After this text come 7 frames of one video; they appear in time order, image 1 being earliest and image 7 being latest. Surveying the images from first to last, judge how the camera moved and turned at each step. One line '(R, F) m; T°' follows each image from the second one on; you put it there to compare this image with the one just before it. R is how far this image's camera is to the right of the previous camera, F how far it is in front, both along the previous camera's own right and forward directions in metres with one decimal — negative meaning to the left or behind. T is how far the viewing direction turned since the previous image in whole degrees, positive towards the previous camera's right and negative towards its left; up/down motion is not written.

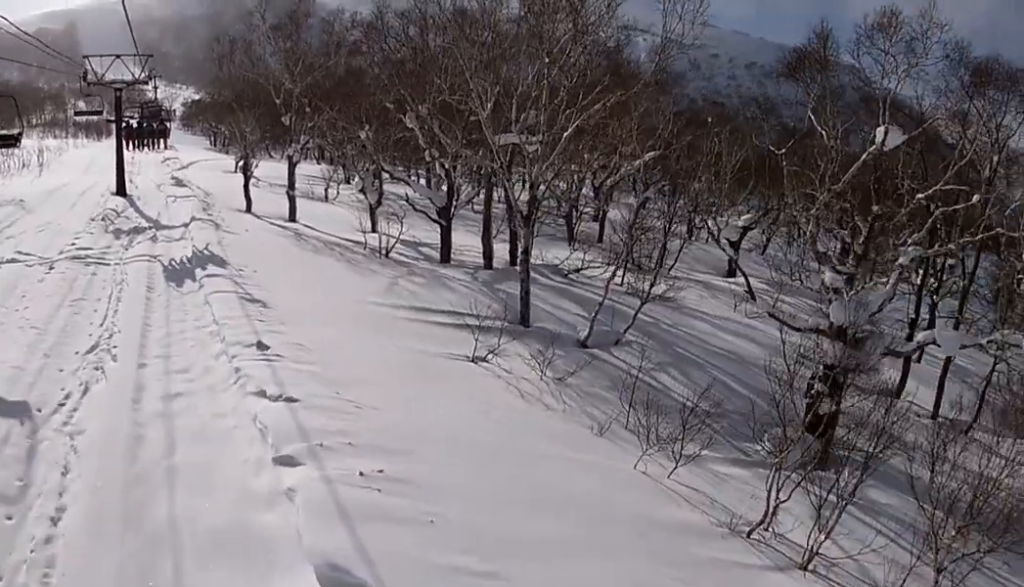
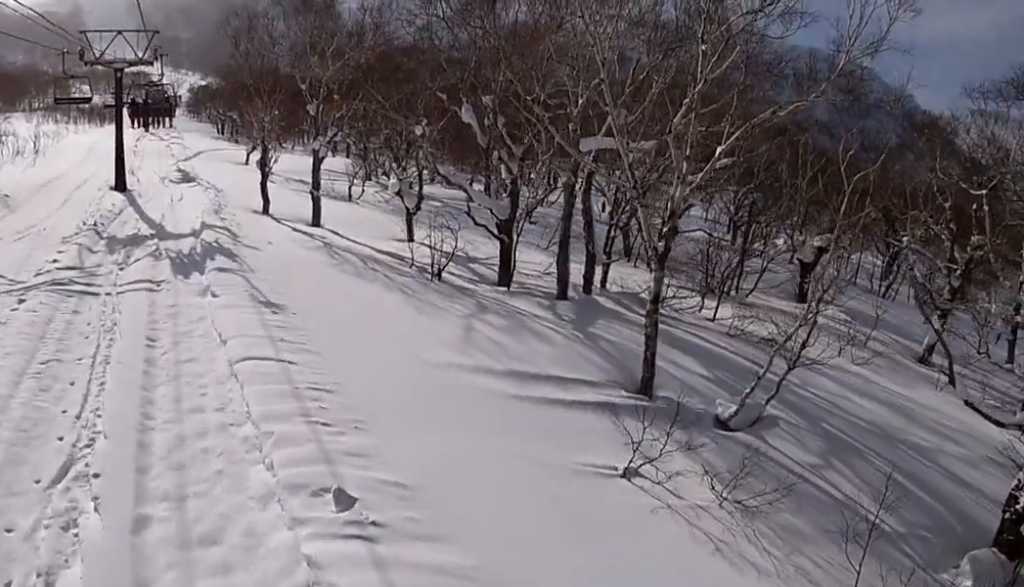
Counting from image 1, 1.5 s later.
(+0.2, +6.1) m; -6°
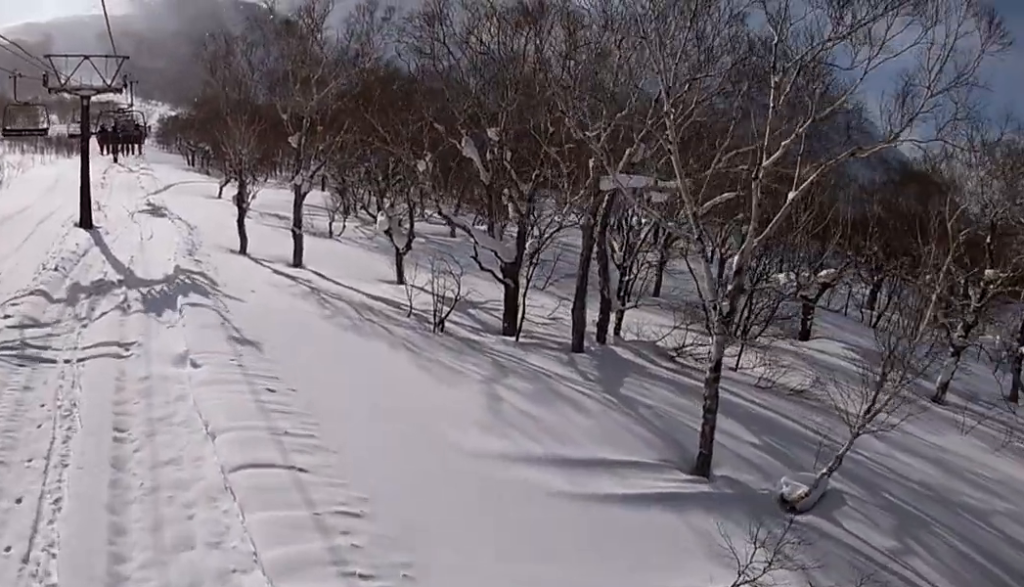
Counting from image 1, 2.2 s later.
(-0.2, +3.0) m; -5°
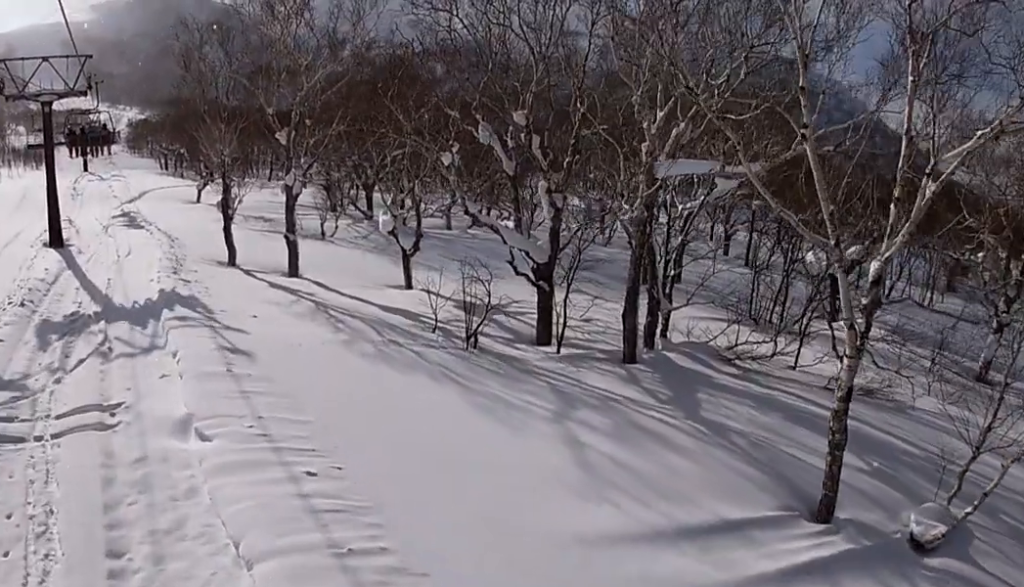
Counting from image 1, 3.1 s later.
(0.0, +3.6) m; +1°
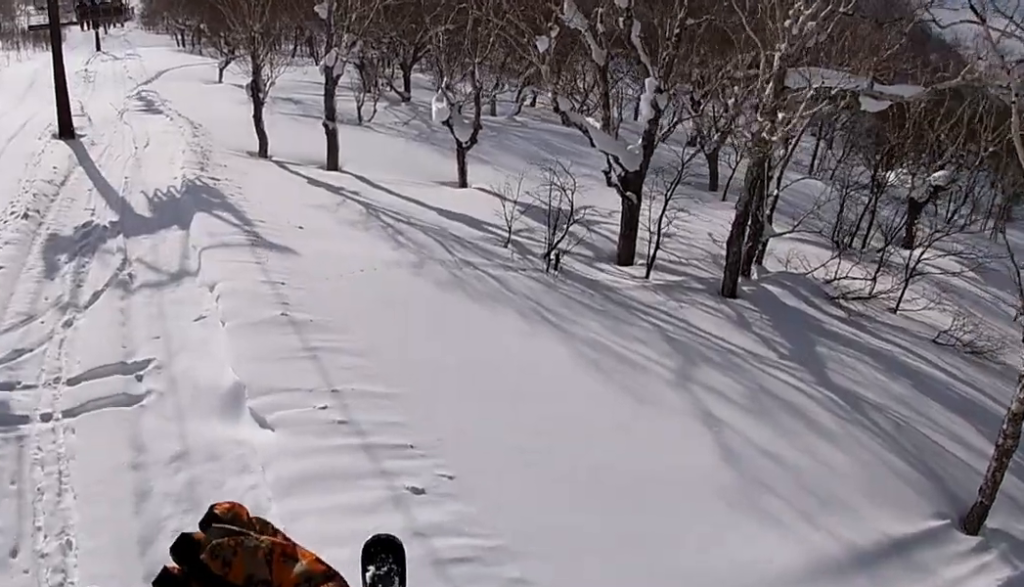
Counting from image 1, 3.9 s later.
(0.0, +3.3) m; +8°
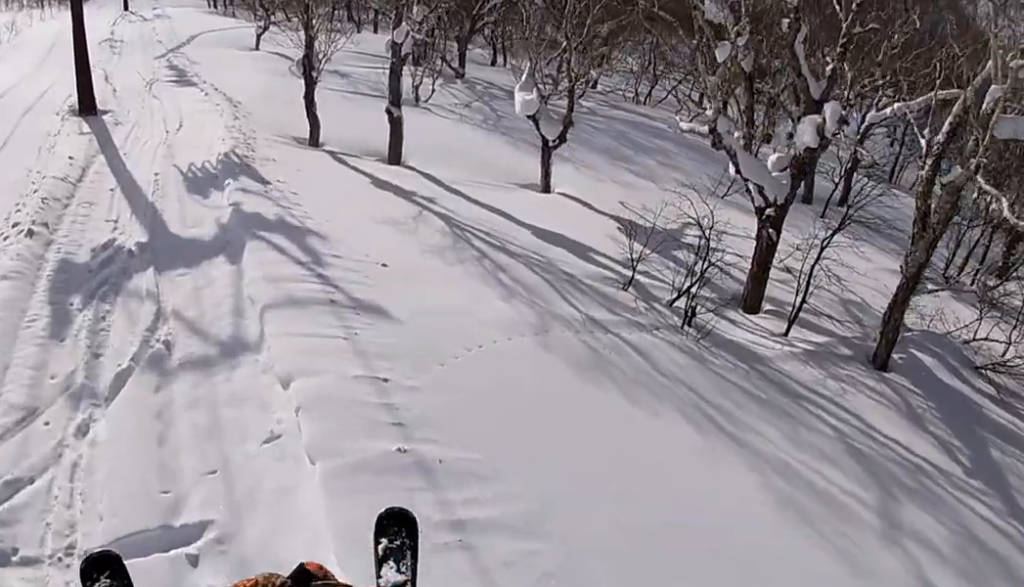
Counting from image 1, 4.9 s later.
(+0.7, +4.5) m; +2°
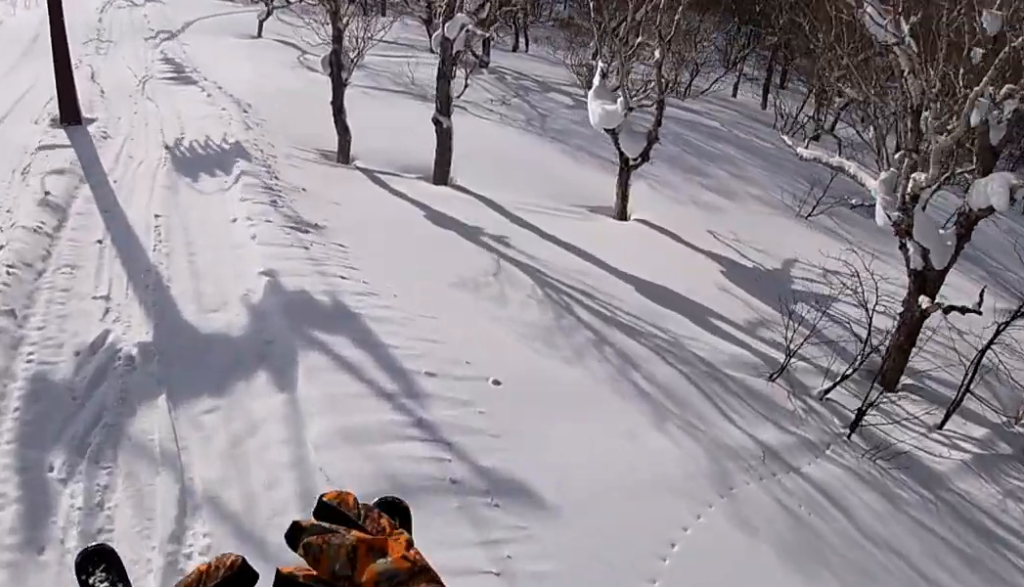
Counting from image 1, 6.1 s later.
(-0.4, +4.4) m; +9°
